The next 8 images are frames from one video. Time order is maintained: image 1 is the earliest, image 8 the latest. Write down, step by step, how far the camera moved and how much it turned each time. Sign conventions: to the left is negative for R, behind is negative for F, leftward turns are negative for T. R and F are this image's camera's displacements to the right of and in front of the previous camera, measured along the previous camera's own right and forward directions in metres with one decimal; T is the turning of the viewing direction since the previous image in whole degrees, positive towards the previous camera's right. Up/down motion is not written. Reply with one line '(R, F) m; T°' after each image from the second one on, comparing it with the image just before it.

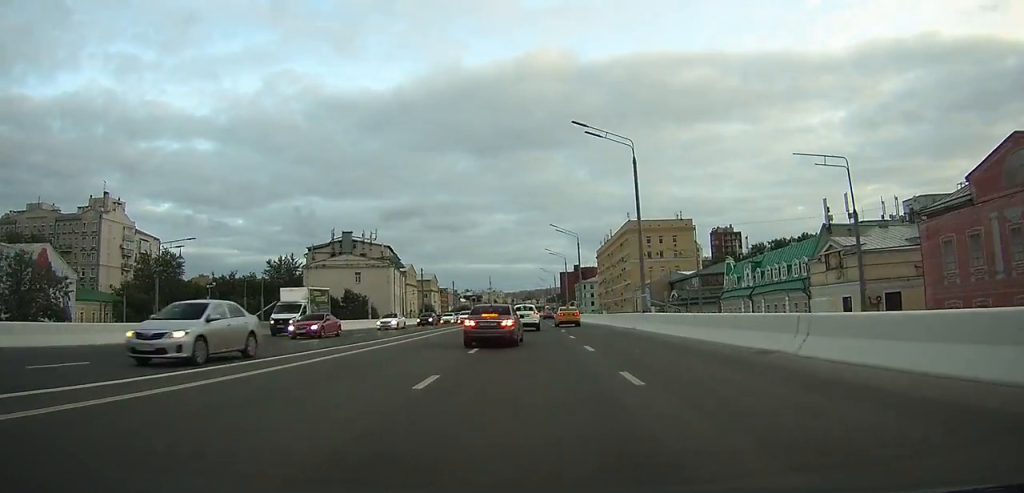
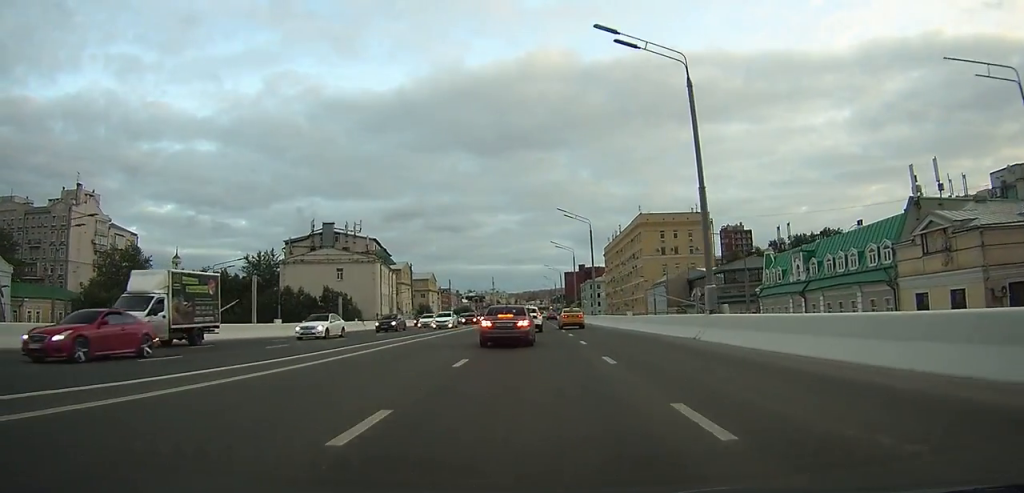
(+0.1, +11.9) m; 0°
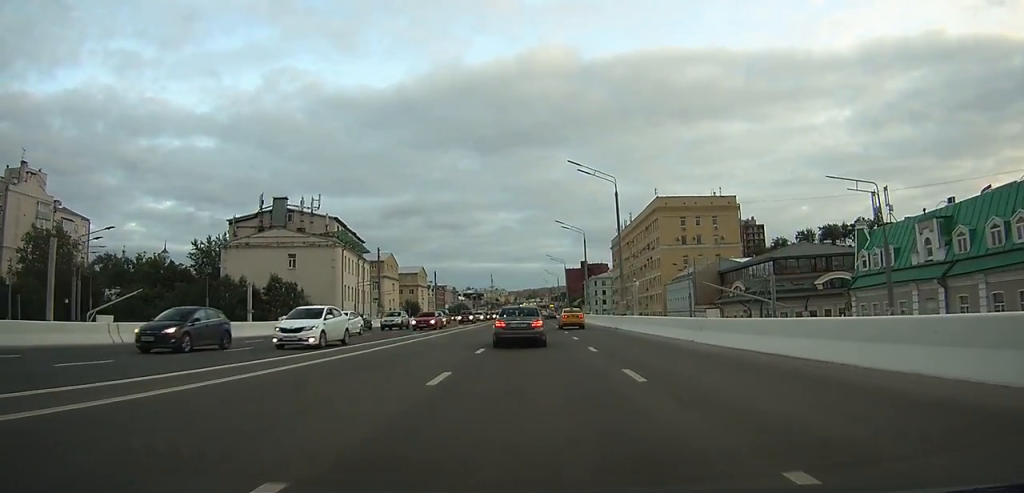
(-0.2, +18.9) m; -1°
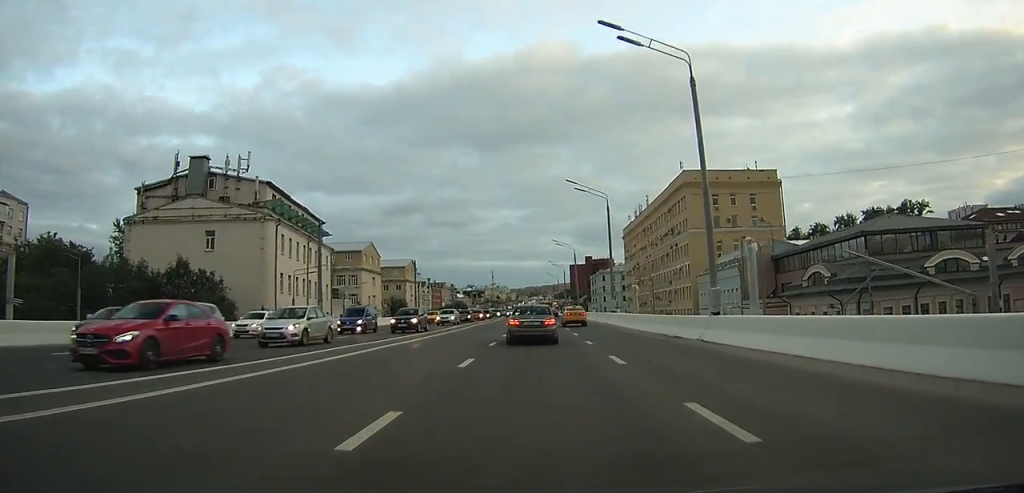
(0.0, +20.2) m; 0°
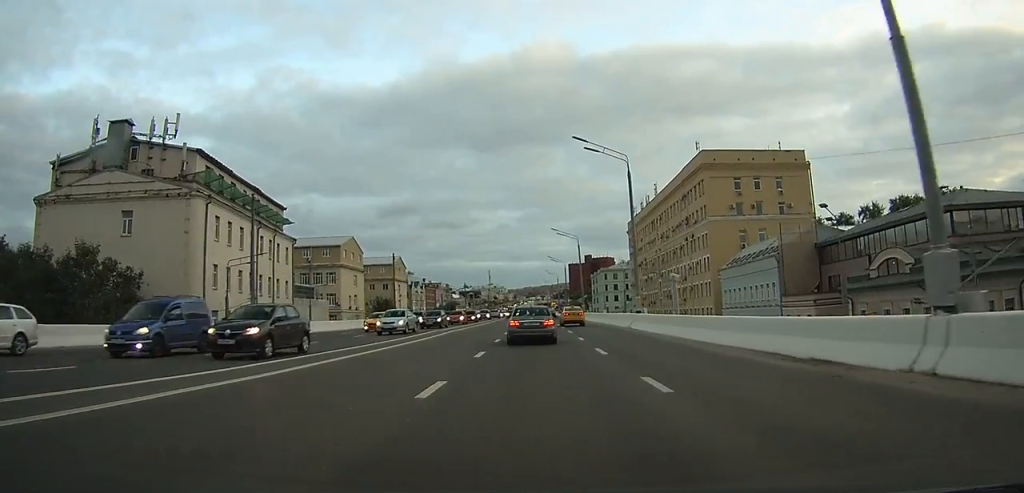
(0.0, +11.6) m; +1°
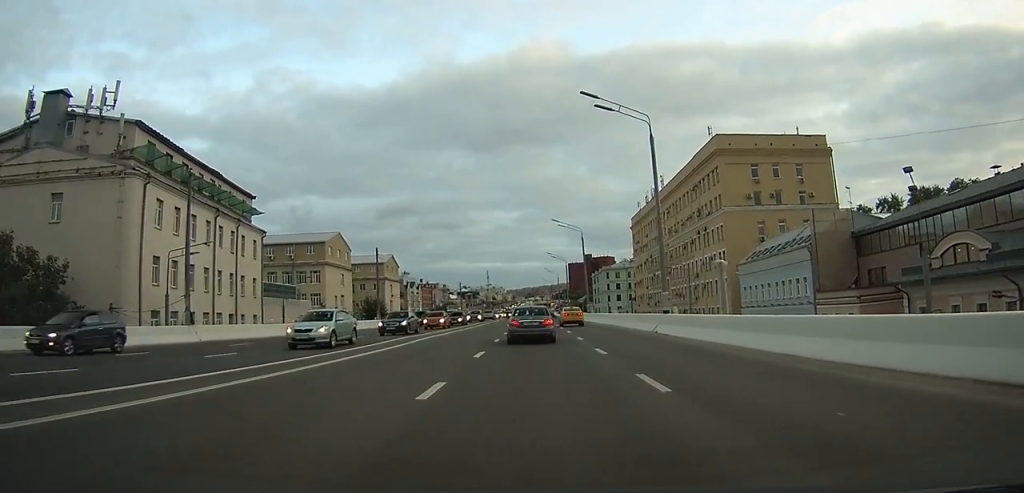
(+0.1, +7.2) m; 0°
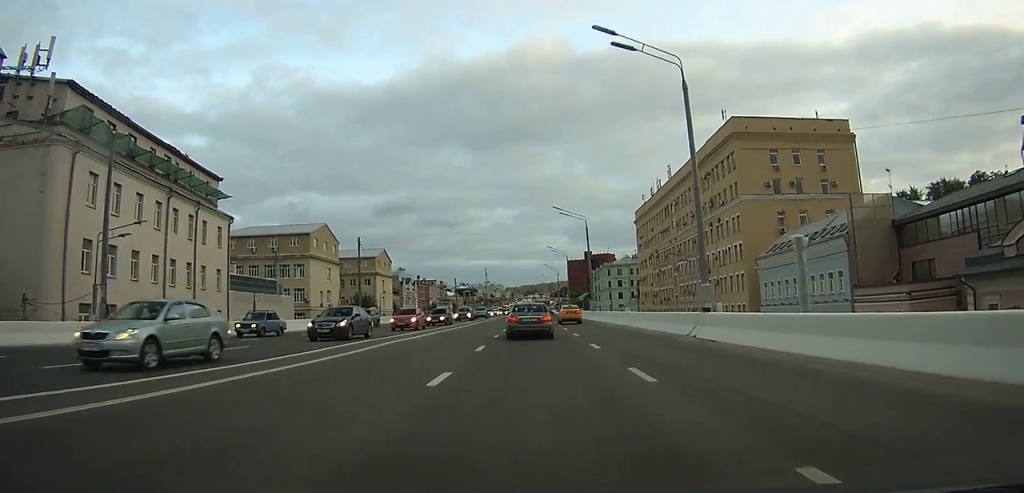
(0.0, +6.4) m; 0°
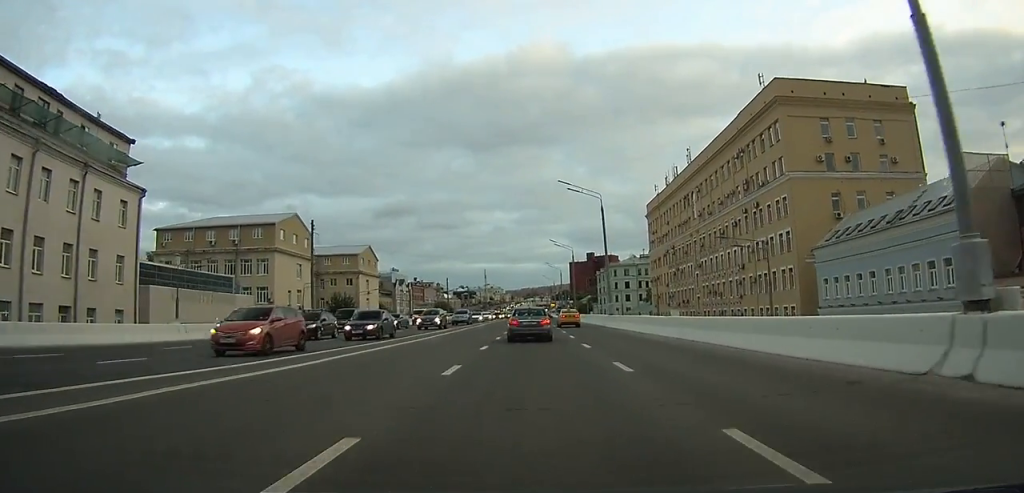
(0.0, +13.2) m; 0°
